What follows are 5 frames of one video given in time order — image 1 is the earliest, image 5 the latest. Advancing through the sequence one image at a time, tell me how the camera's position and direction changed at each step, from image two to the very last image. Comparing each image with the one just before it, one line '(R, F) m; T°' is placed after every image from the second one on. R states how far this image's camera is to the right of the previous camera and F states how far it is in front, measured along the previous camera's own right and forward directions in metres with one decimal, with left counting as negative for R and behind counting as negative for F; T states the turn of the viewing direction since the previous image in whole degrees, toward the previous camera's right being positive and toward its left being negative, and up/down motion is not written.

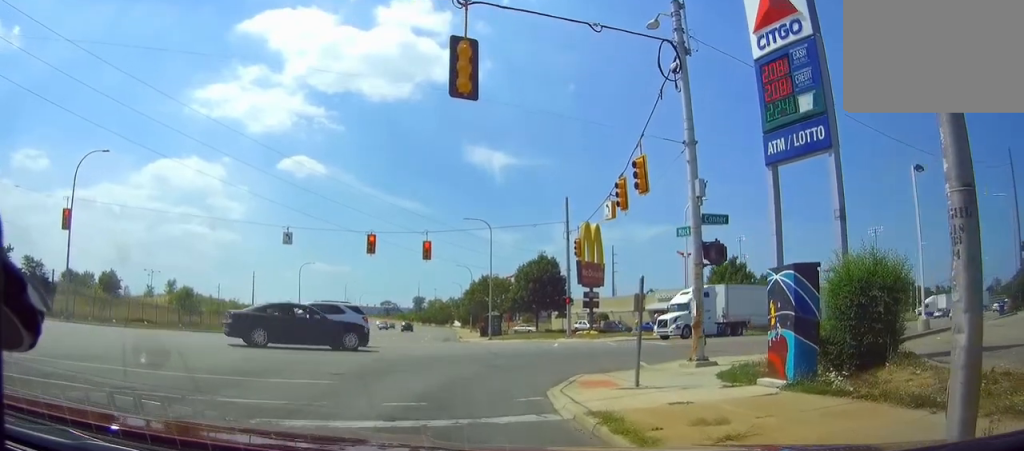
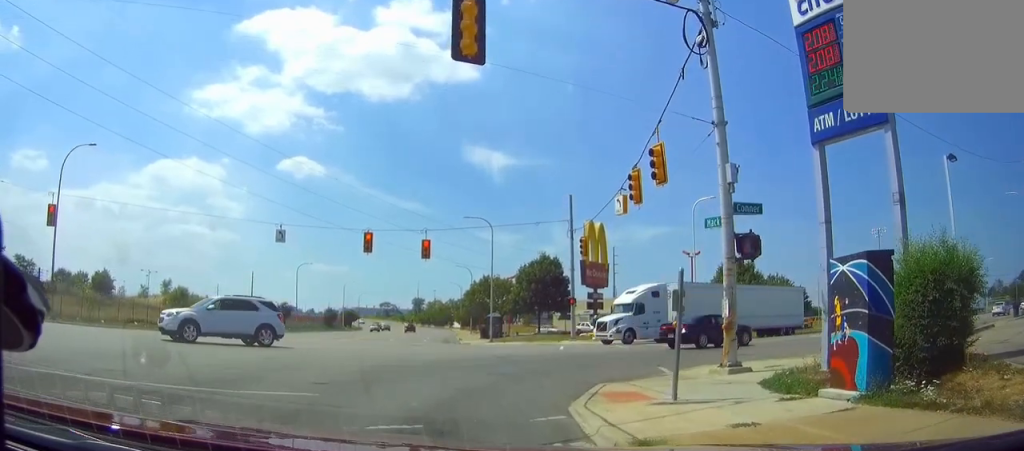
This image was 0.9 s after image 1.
(-0.1, +3.3) m; -6°
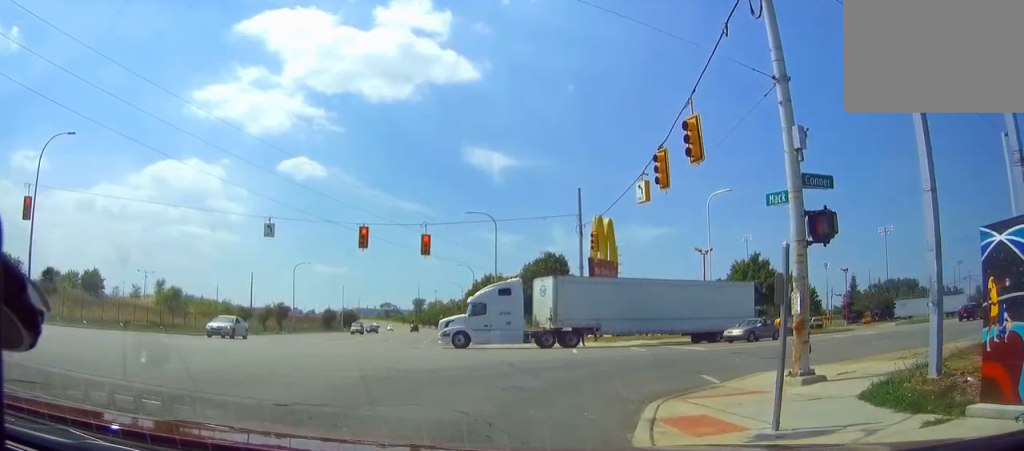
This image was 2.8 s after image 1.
(0.0, +4.1) m; +9°
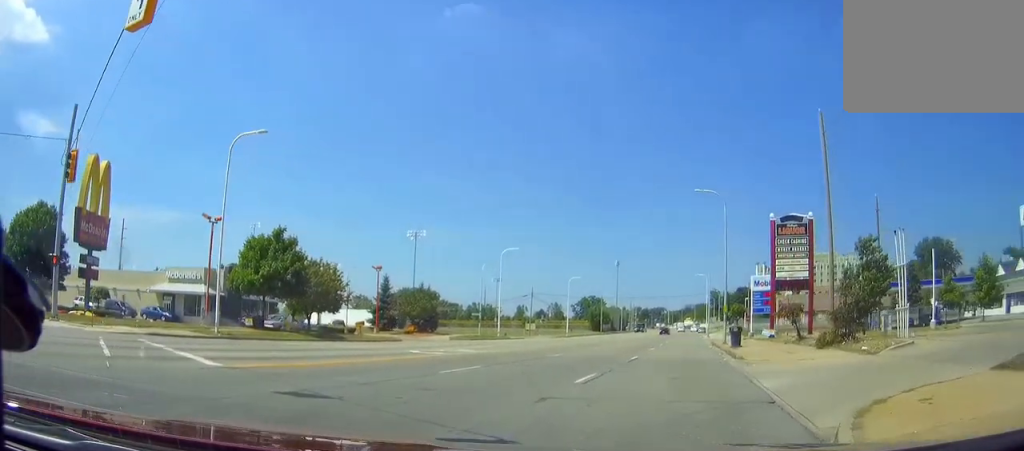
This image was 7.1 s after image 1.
(+4.2, +13.0) m; +44°
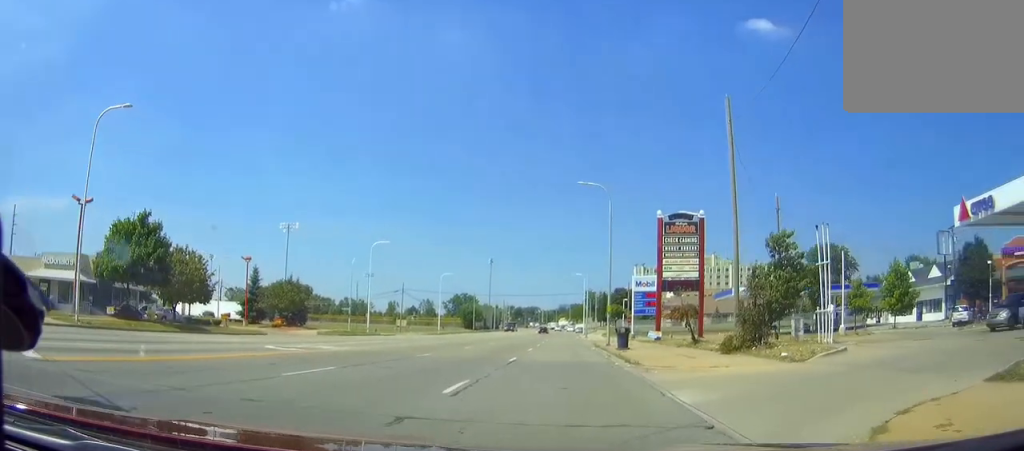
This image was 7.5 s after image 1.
(+0.3, +2.8) m; +6°
